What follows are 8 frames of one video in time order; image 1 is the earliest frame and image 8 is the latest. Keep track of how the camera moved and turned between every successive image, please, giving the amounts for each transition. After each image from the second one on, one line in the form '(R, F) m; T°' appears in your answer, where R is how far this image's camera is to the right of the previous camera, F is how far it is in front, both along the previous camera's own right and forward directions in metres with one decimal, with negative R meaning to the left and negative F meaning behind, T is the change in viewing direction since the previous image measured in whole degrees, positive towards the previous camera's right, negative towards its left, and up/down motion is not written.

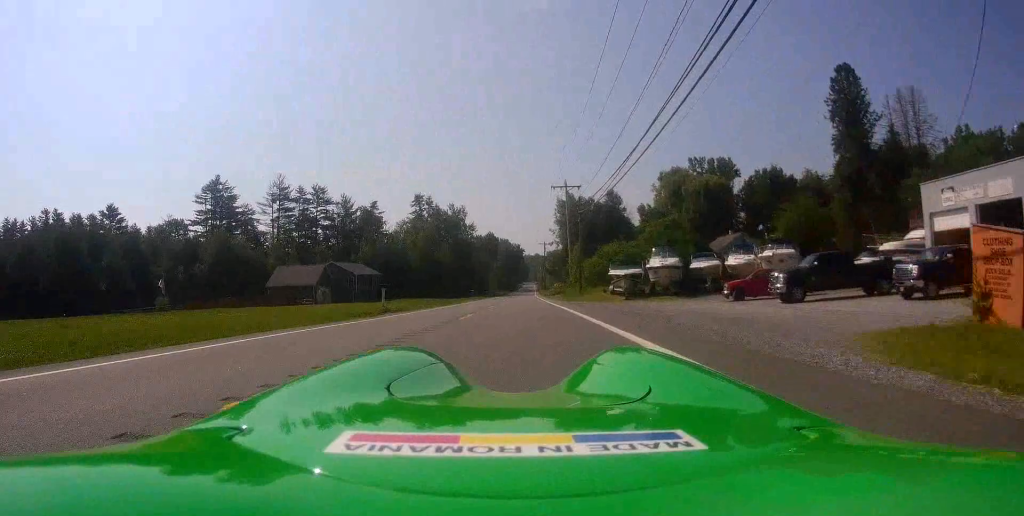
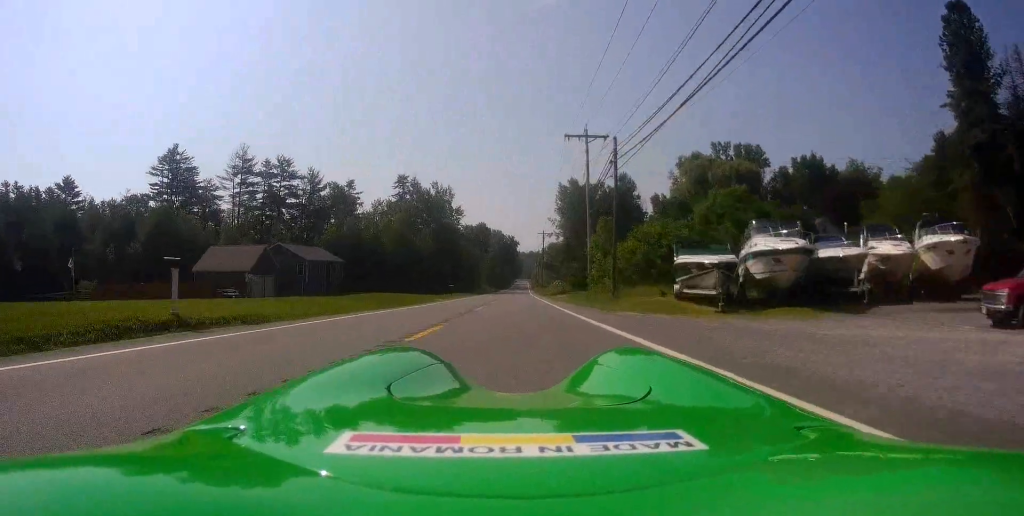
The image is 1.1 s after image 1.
(+0.3, +20.3) m; +1°
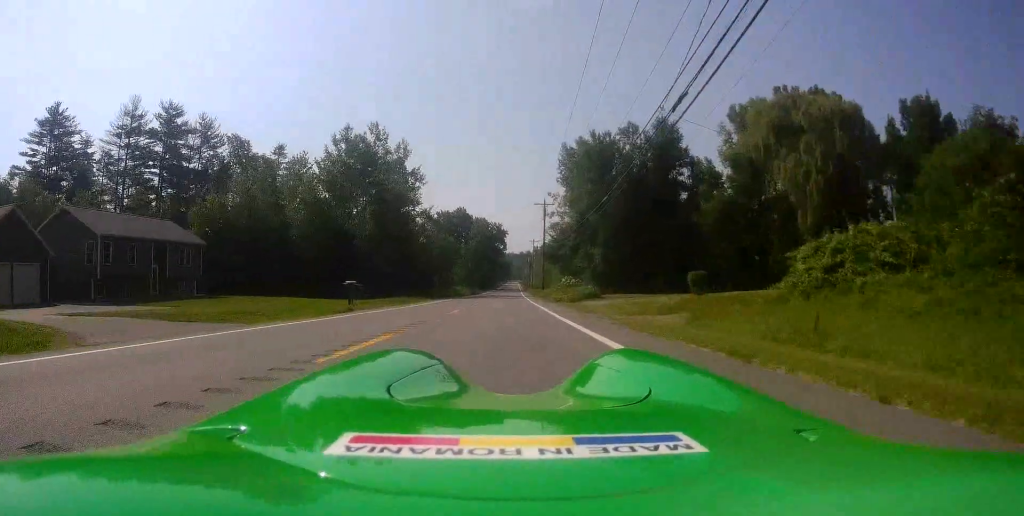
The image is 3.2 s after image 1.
(0.0, +39.1) m; -1°
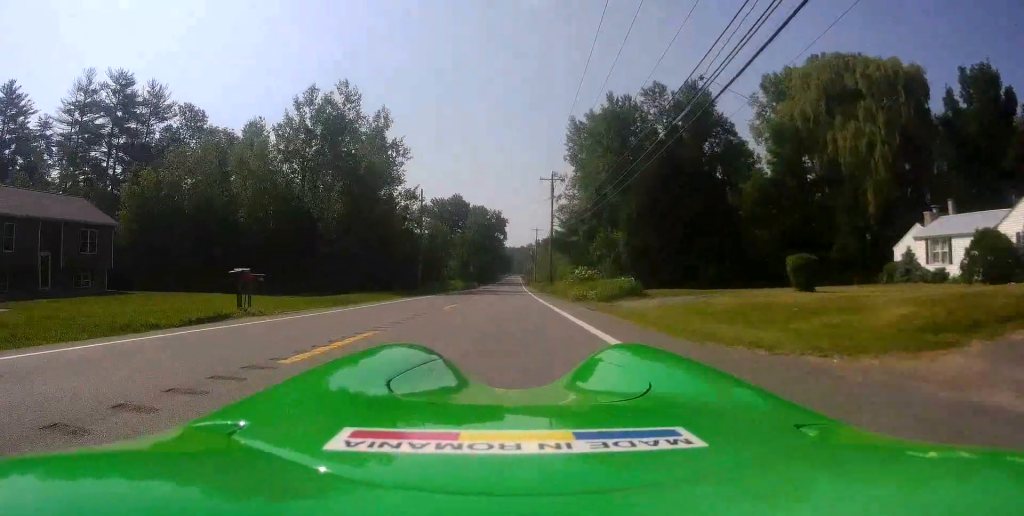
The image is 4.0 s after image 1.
(0.0, +13.1) m; -1°
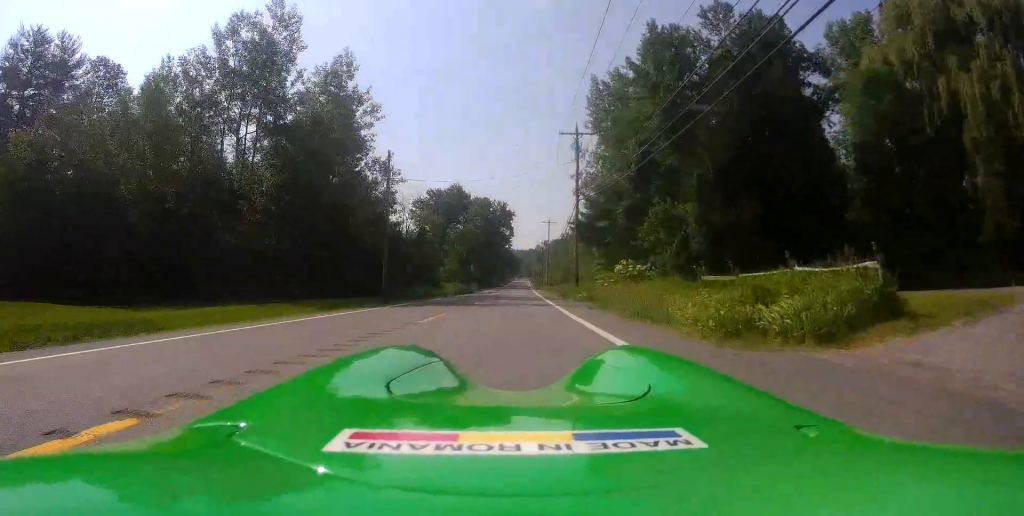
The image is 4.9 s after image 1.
(-0.4, +17.8) m; 0°
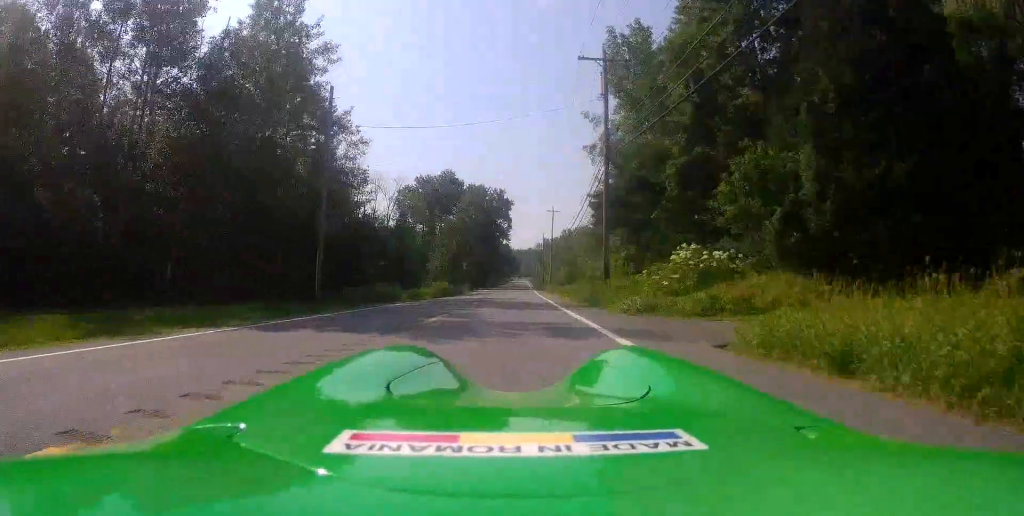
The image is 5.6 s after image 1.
(+0.3, +13.3) m; +1°
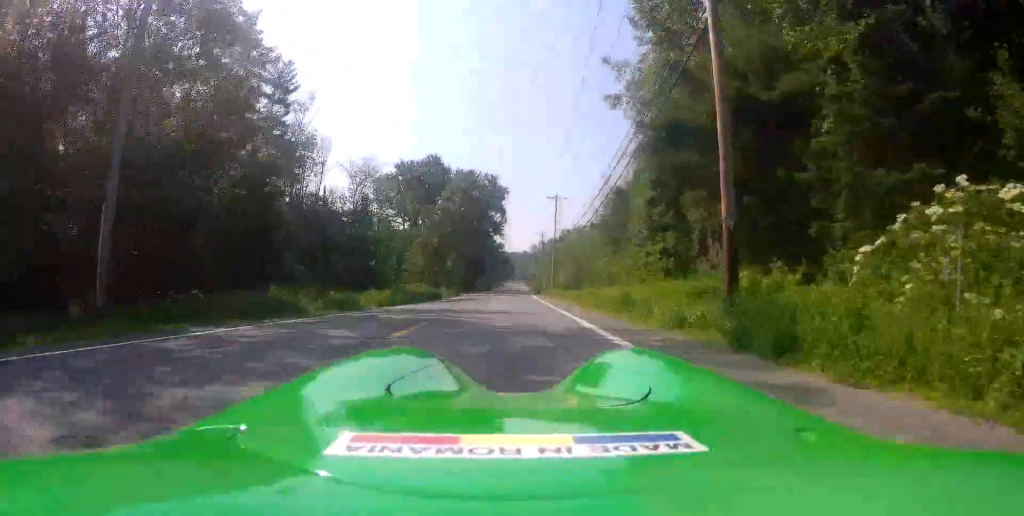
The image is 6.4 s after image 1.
(+0.1, +15.0) m; 0°
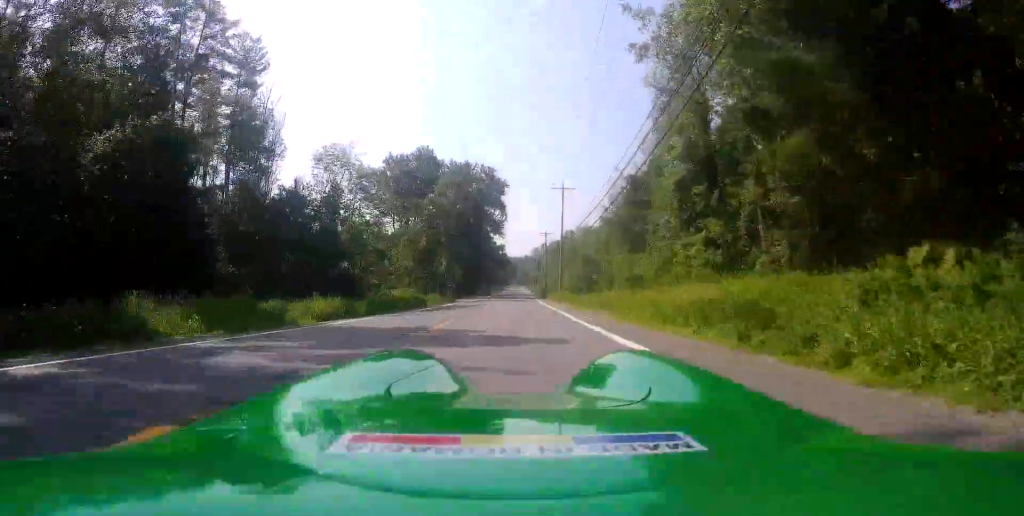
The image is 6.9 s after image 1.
(0.0, +8.7) m; 0°
